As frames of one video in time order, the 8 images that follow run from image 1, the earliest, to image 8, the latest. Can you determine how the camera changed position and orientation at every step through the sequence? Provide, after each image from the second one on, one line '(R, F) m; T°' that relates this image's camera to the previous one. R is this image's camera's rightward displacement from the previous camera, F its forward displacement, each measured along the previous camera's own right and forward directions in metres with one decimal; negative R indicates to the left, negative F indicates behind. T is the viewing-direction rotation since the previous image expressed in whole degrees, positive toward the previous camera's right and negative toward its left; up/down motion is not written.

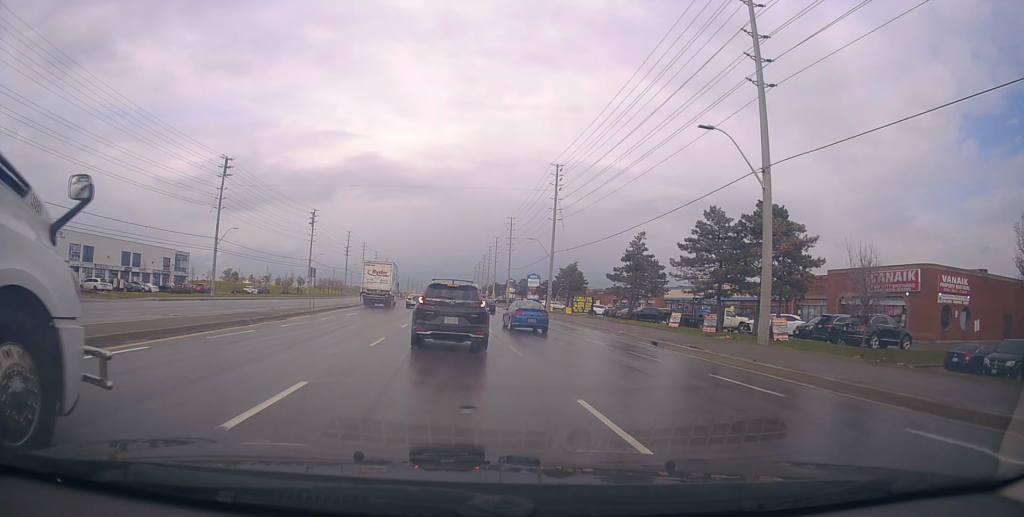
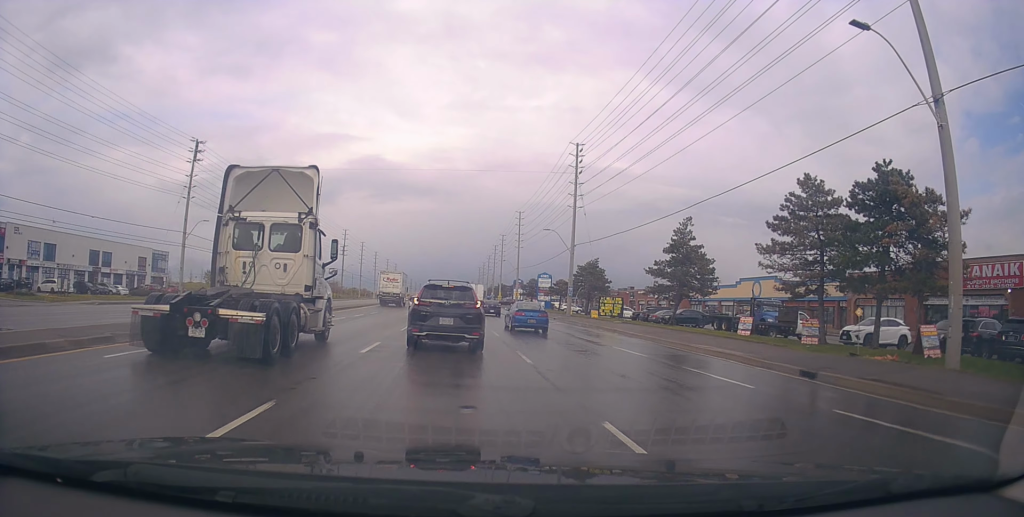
(-0.4, +10.2) m; -7°
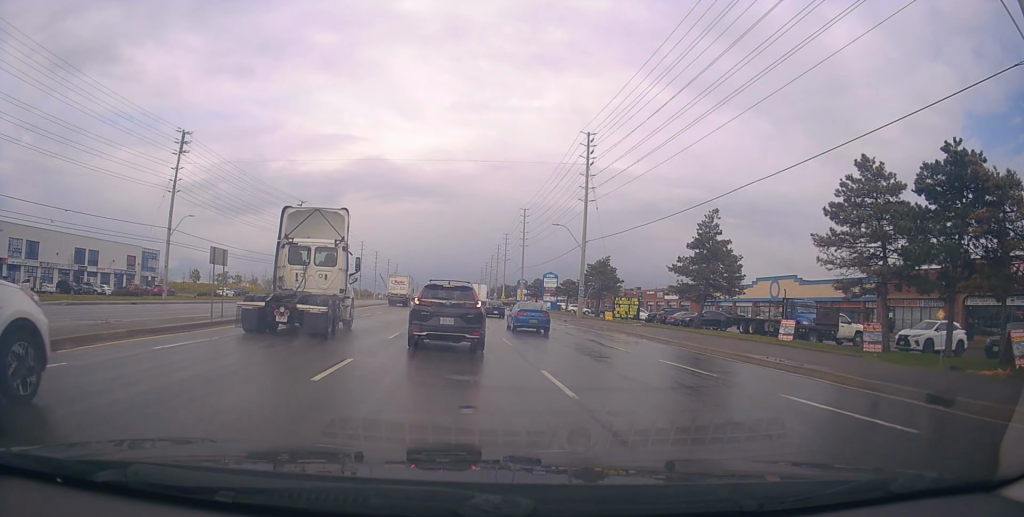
(-0.2, +4.4) m; 0°
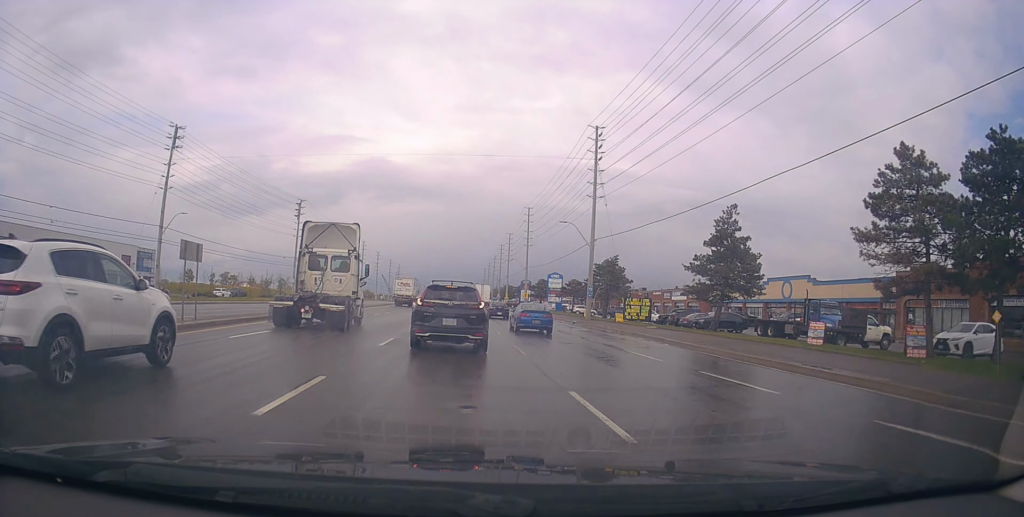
(0.0, +2.5) m; +2°
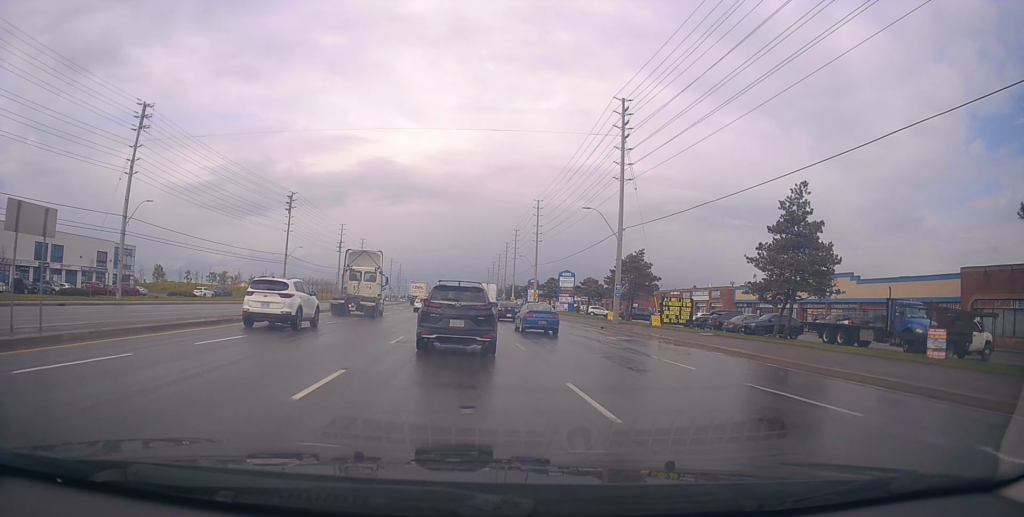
(+0.3, +8.0) m; -1°
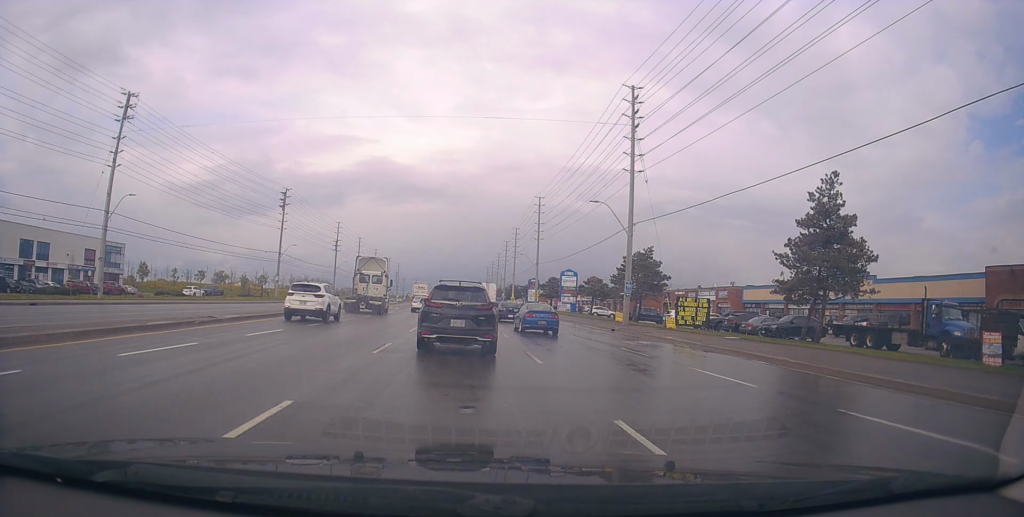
(-0.3, +3.0) m; 0°
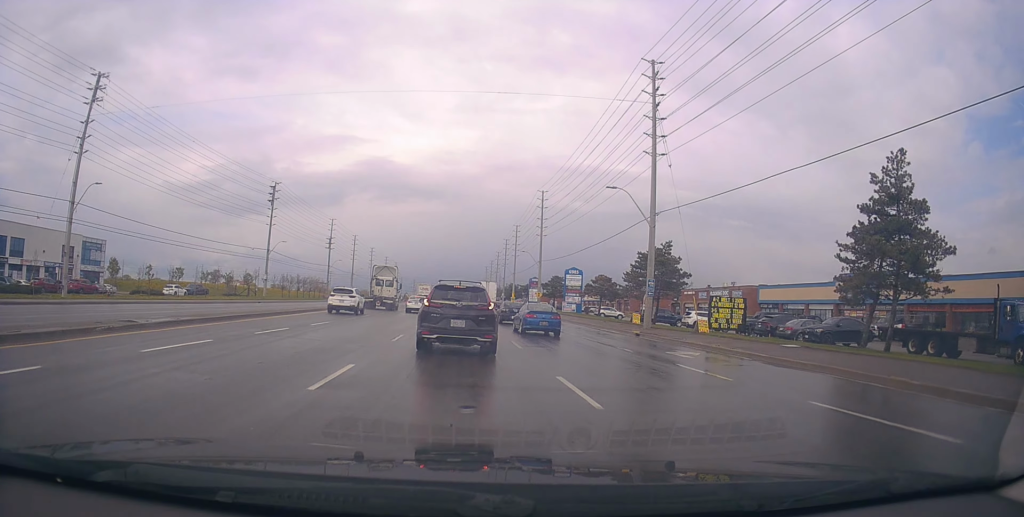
(+0.3, +5.2) m; +6°
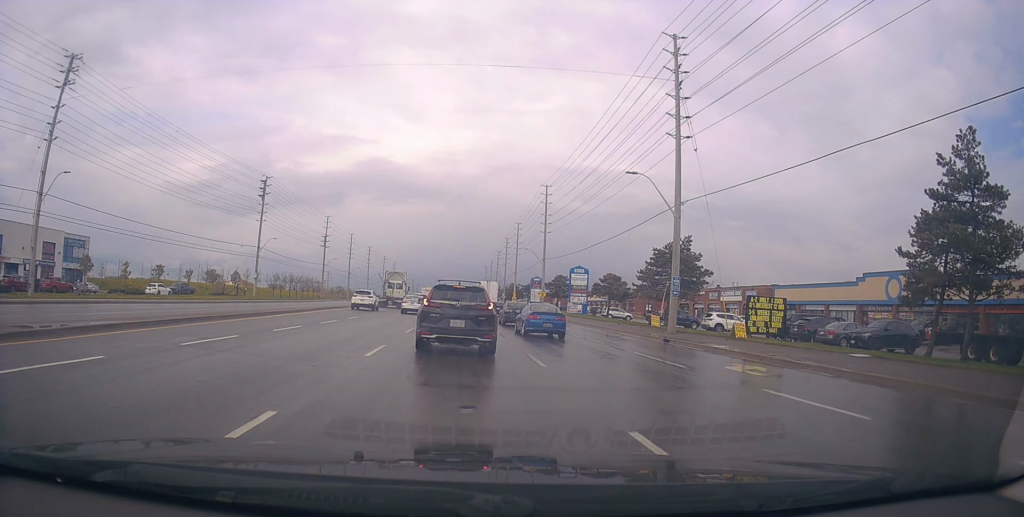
(+0.1, +4.5) m; -2°
